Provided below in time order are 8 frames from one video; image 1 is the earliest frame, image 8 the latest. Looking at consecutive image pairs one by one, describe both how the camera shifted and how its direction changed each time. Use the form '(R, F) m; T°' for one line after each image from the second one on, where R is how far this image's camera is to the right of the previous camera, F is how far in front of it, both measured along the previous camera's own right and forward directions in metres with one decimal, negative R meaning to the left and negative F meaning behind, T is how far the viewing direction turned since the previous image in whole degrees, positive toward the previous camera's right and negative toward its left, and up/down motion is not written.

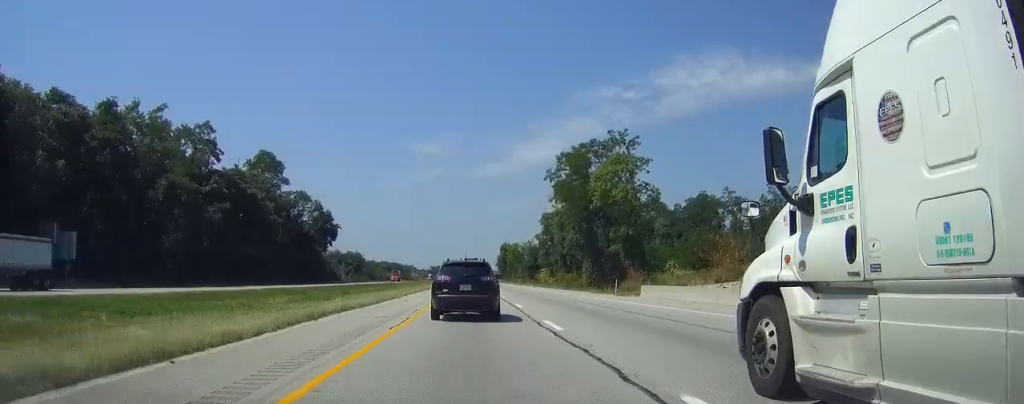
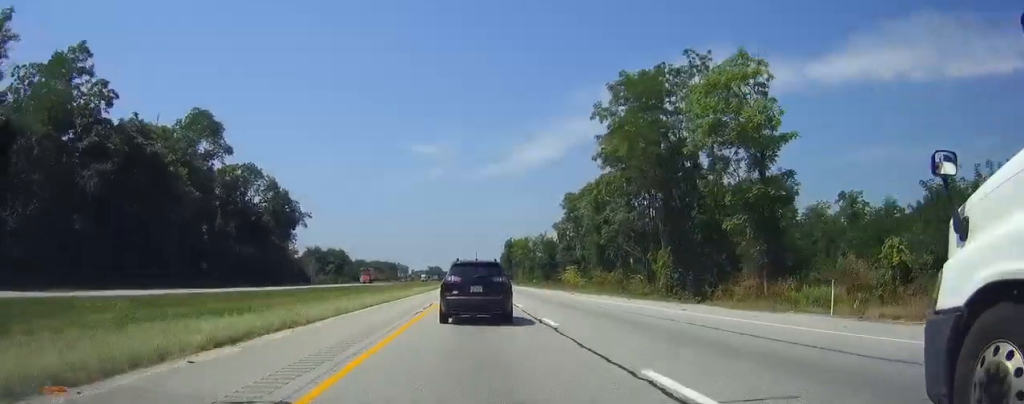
(-0.2, +35.4) m; -1°
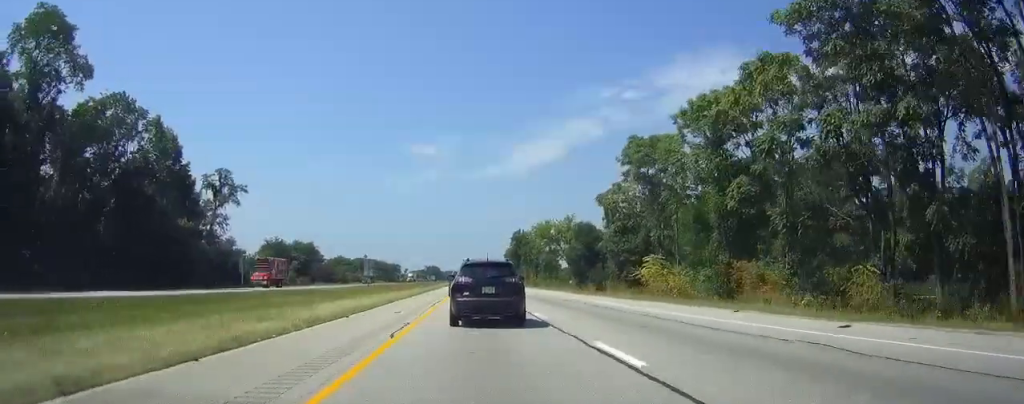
(-0.2, +45.6) m; 0°
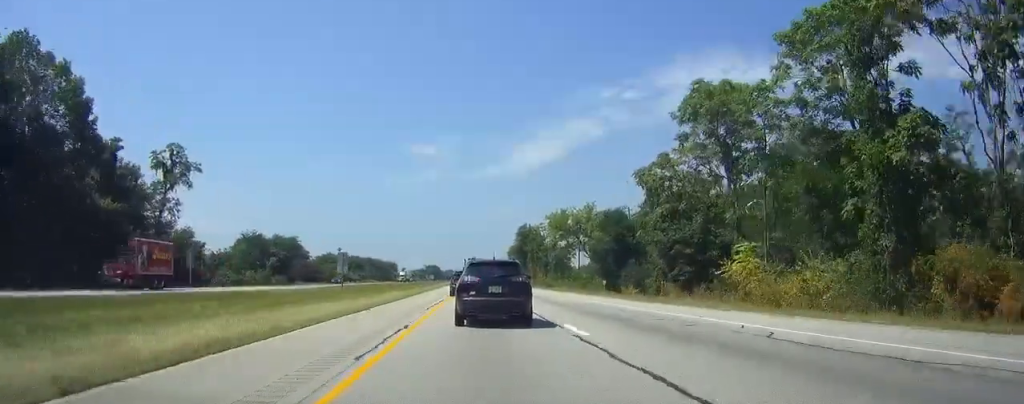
(0.0, +20.0) m; 0°
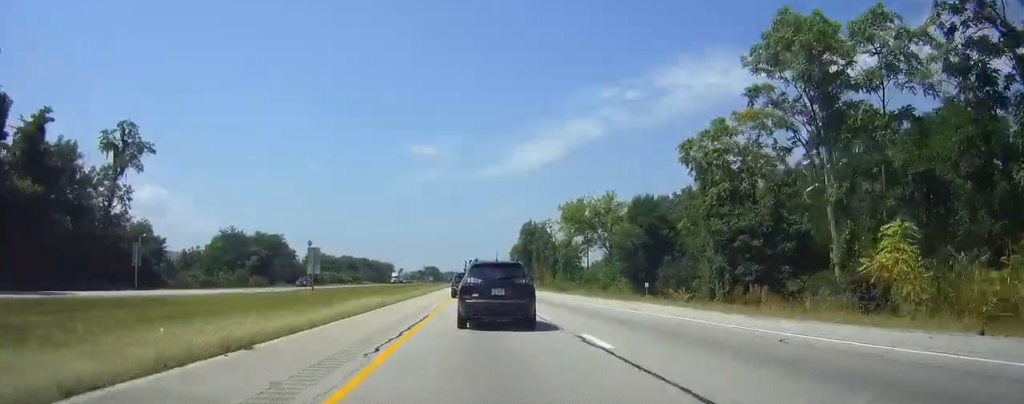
(-0.1, +14.7) m; 0°
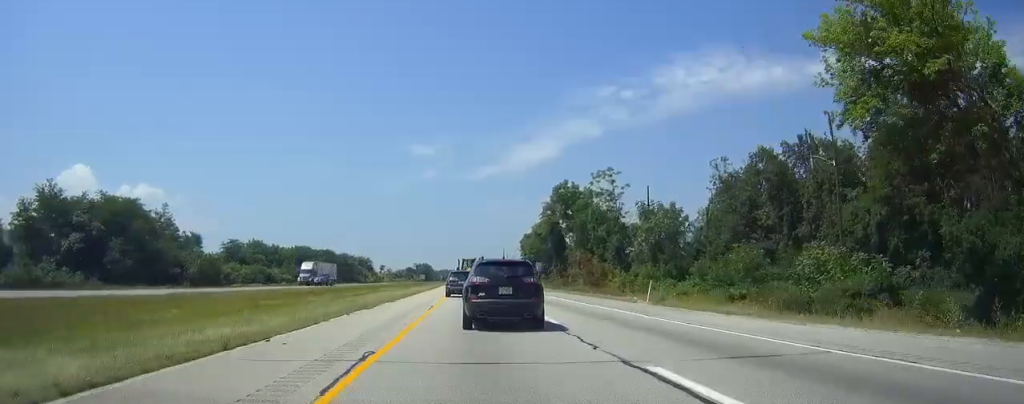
(-0.1, +67.9) m; 0°
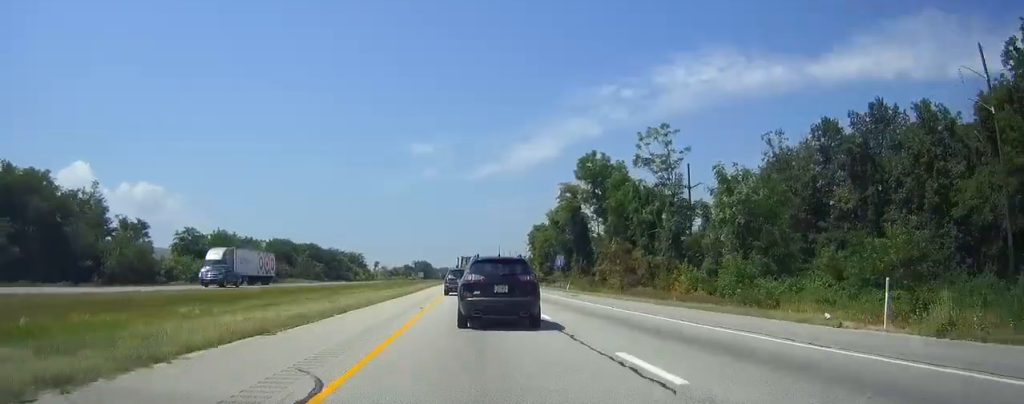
(+0.1, +22.9) m; 0°
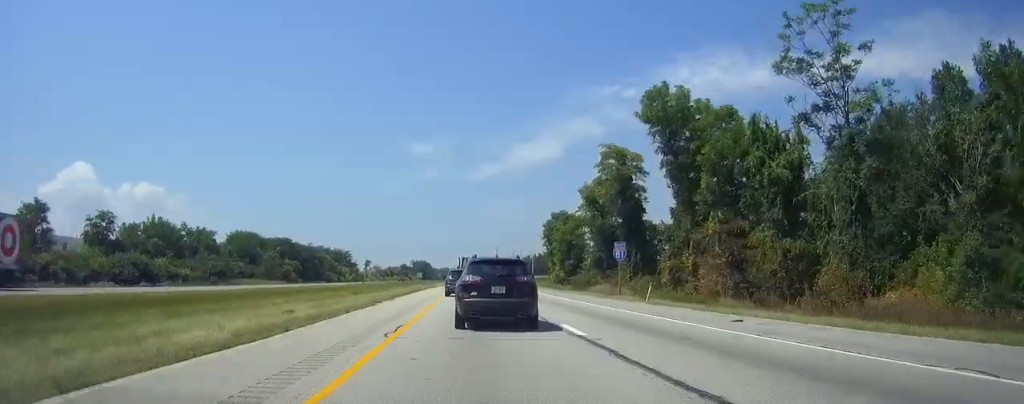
(+0.1, +30.1) m; 0°
